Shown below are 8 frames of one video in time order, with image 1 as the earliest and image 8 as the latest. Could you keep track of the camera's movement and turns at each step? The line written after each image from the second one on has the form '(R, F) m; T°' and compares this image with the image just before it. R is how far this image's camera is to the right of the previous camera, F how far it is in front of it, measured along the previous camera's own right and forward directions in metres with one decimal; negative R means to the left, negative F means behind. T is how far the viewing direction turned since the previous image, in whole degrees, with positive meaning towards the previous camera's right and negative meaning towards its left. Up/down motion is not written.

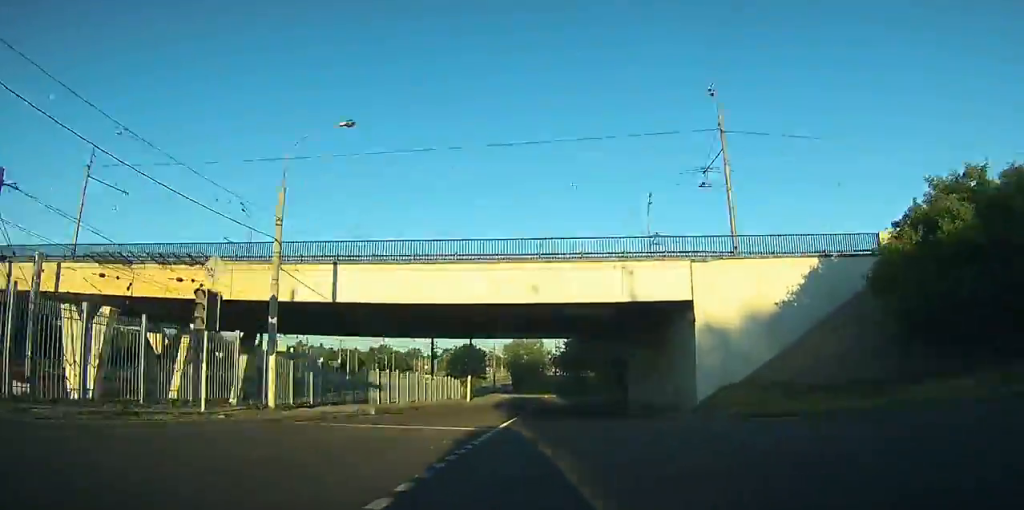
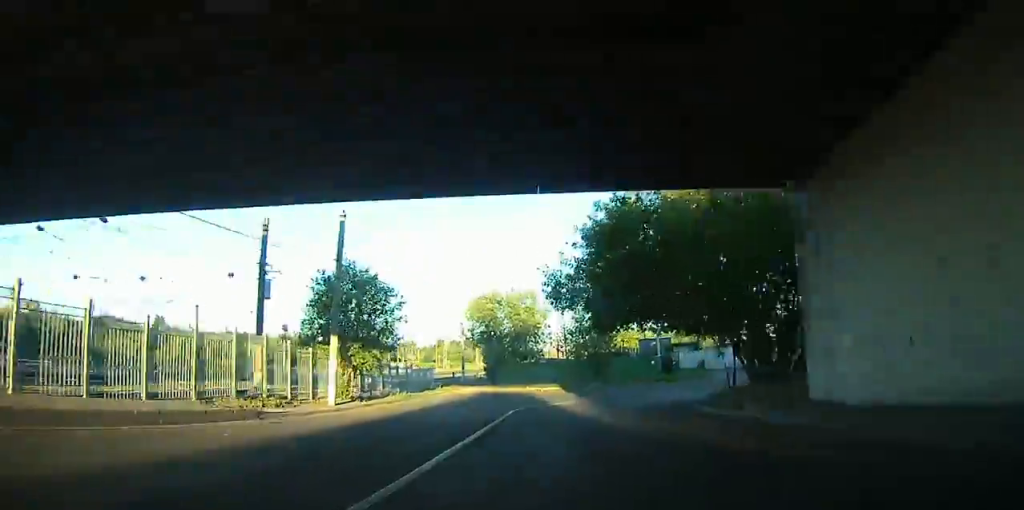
(+0.7, +38.8) m; +6°
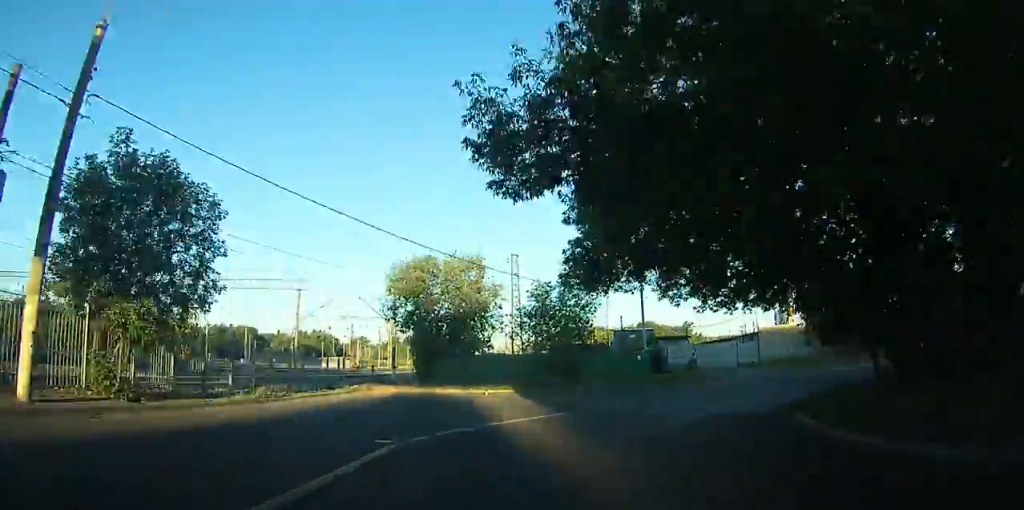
(0.0, +15.8) m; +11°
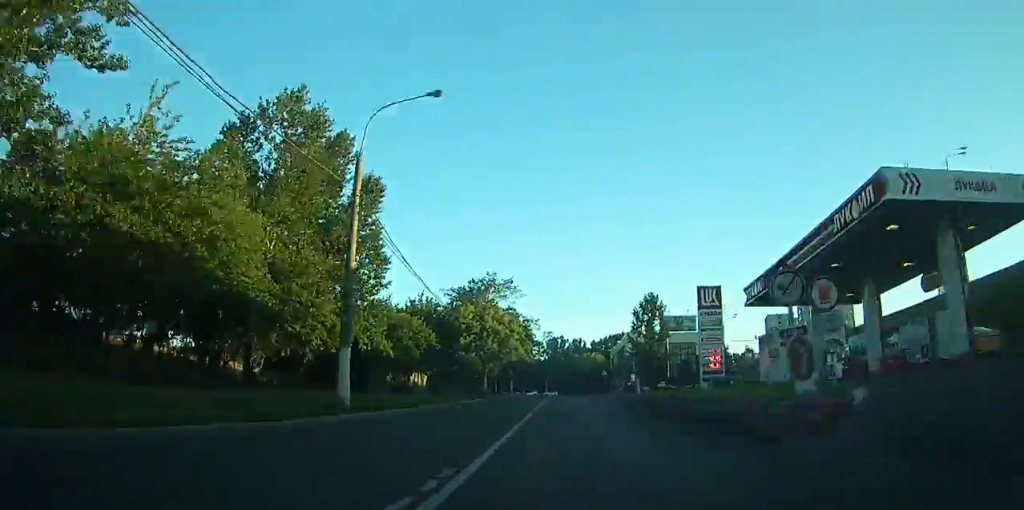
(+39.0, +44.9) m; +77°
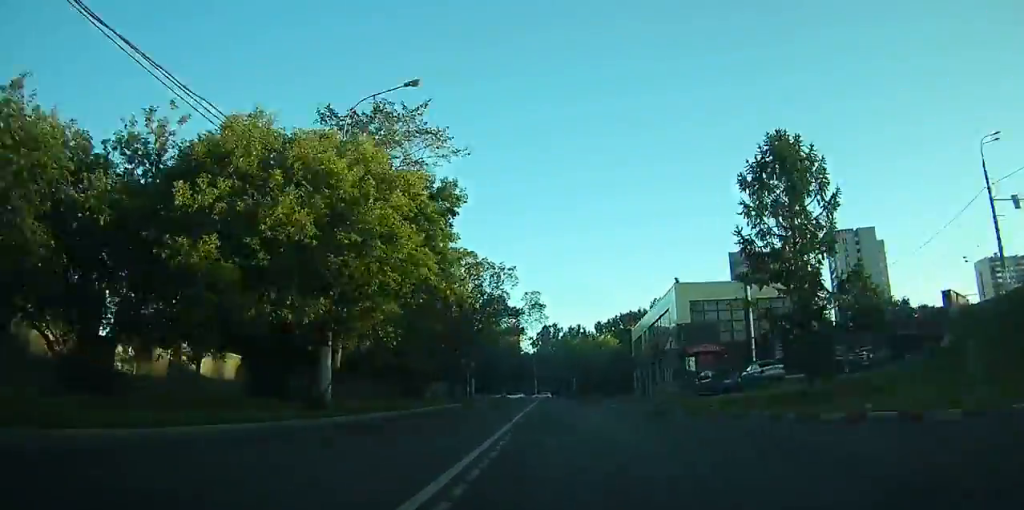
(+3.7, +38.7) m; +5°
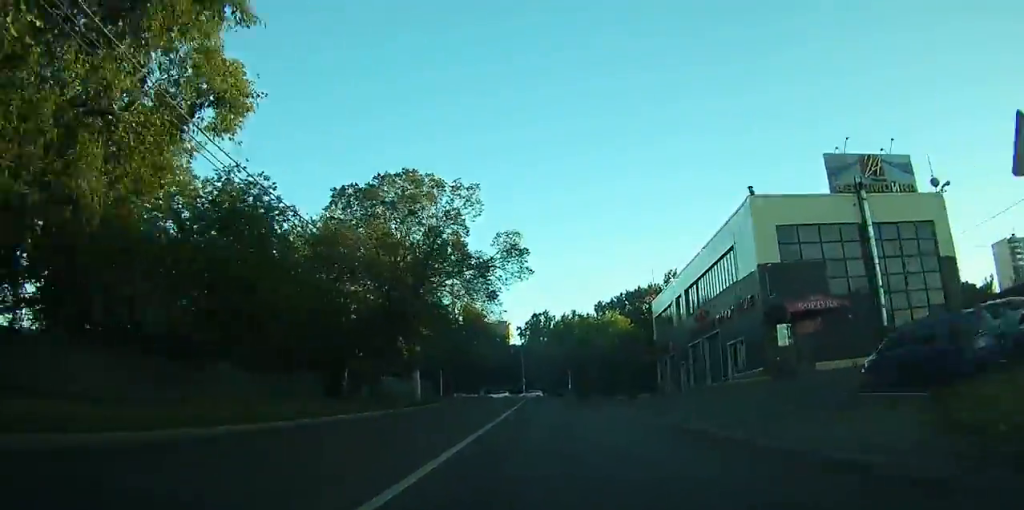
(-0.2, +20.4) m; 0°
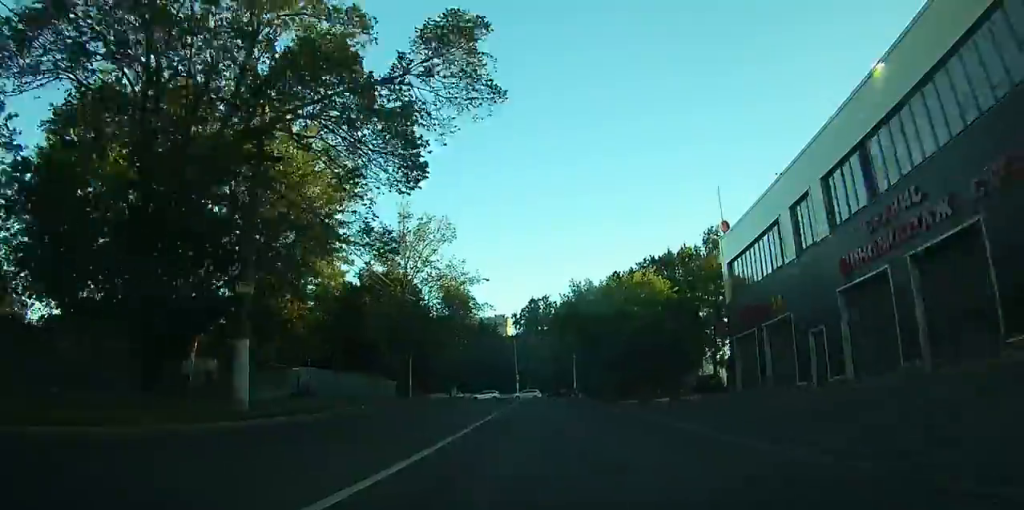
(+0.1, +20.3) m; 0°
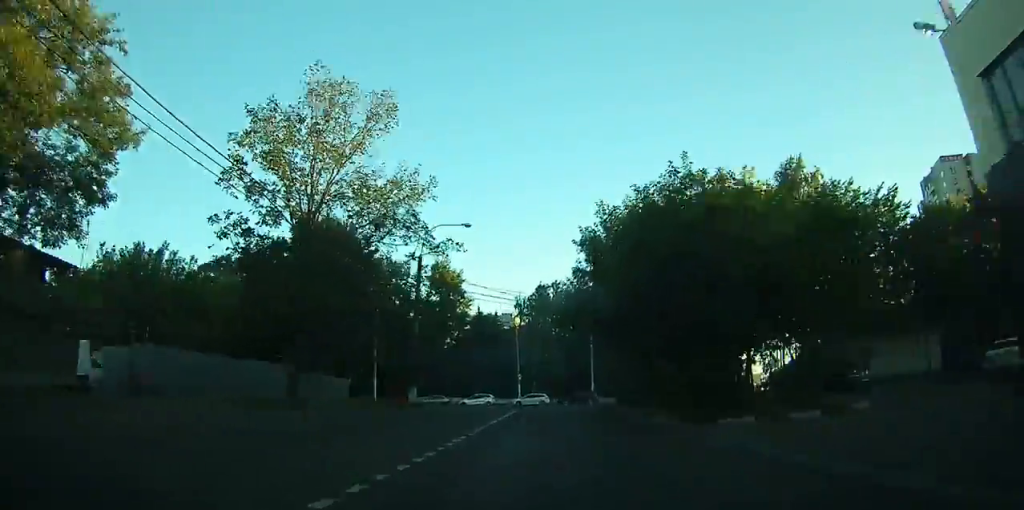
(+0.1, +19.2) m; 0°
